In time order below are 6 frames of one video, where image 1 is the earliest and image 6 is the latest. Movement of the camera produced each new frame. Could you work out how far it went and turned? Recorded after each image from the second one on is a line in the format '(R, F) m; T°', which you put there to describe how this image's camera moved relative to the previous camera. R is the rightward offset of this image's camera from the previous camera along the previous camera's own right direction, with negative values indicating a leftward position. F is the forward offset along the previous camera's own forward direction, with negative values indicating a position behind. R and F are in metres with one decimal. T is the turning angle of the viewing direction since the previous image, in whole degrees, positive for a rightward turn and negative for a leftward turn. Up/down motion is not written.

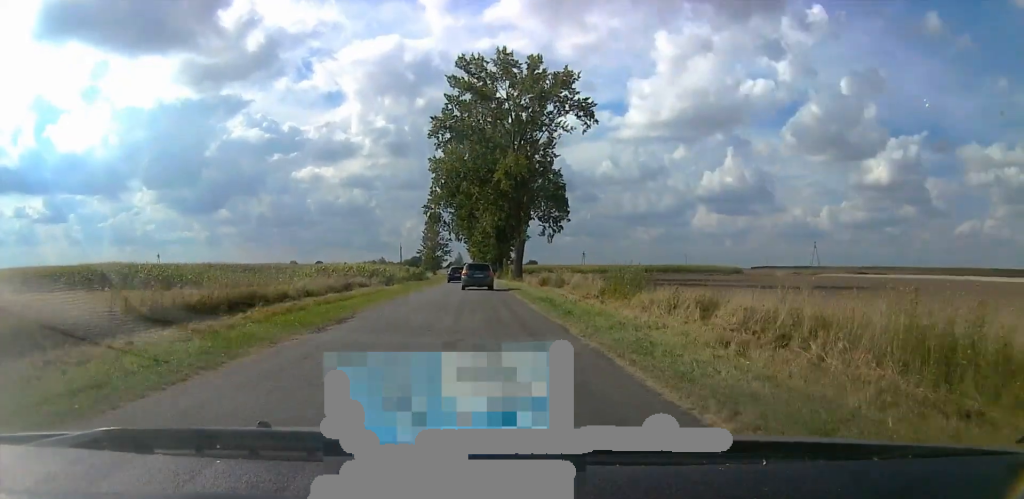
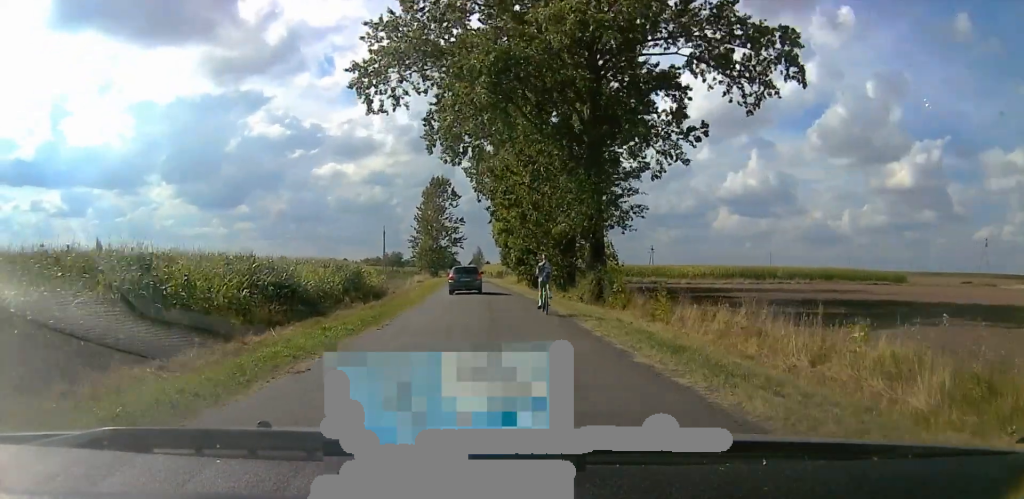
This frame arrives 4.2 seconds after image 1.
(-4.6, +75.4) m; -3°
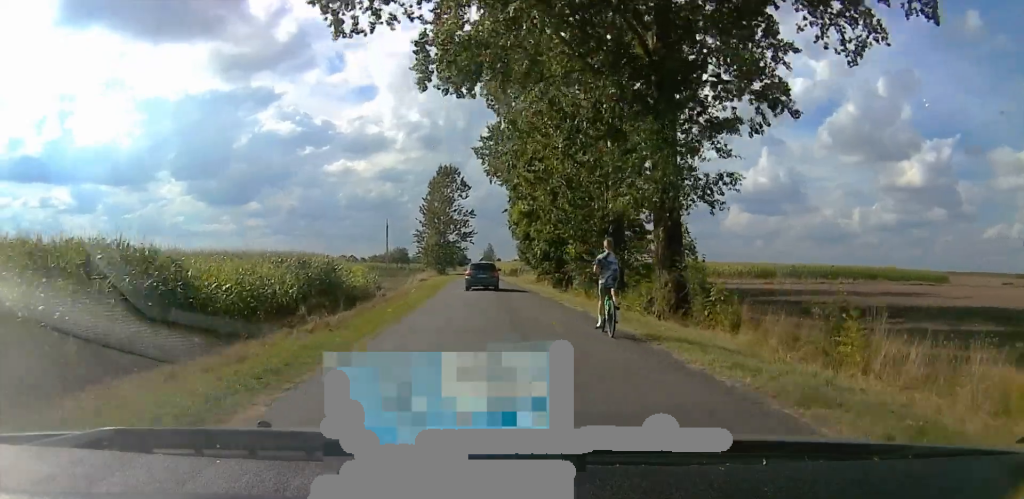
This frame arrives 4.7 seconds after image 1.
(0.0, +10.9) m; 0°
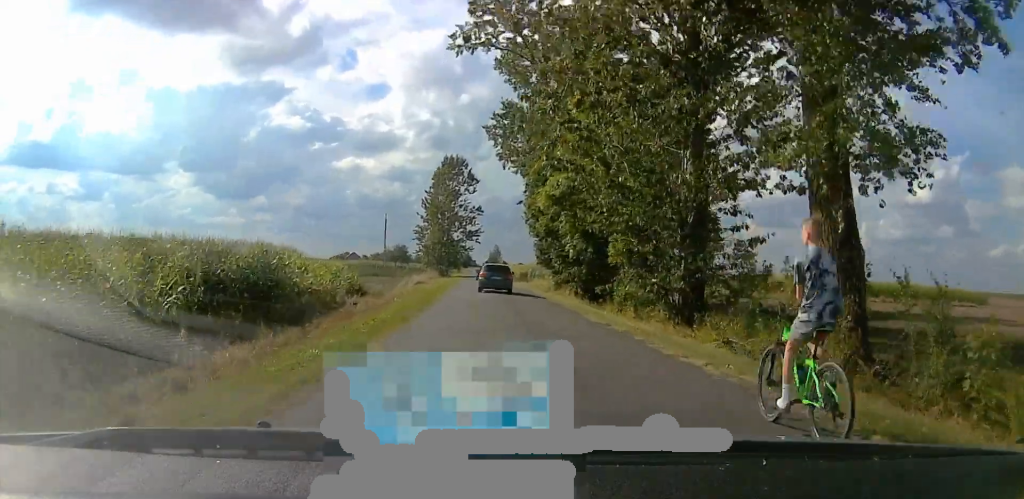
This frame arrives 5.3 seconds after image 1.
(0.0, +10.4) m; 0°
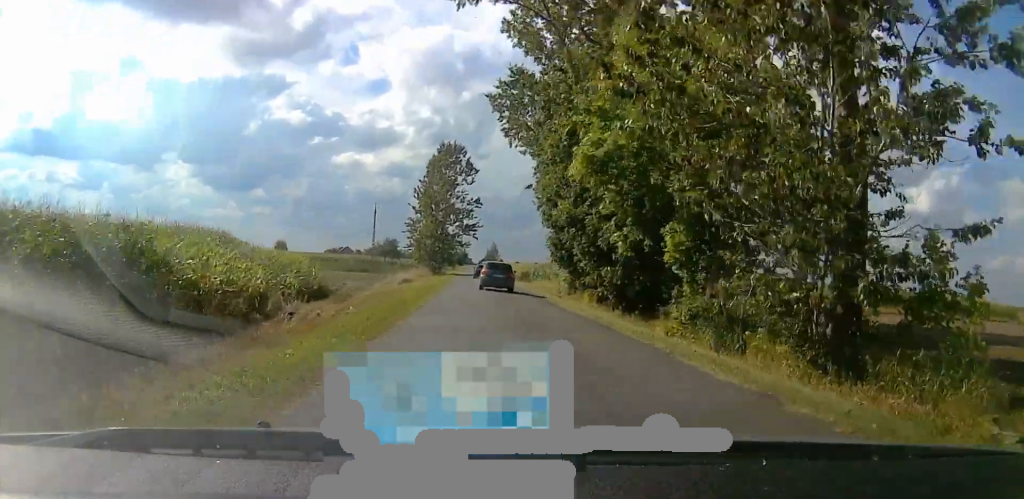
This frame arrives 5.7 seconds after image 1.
(+0.1, +9.2) m; -1°
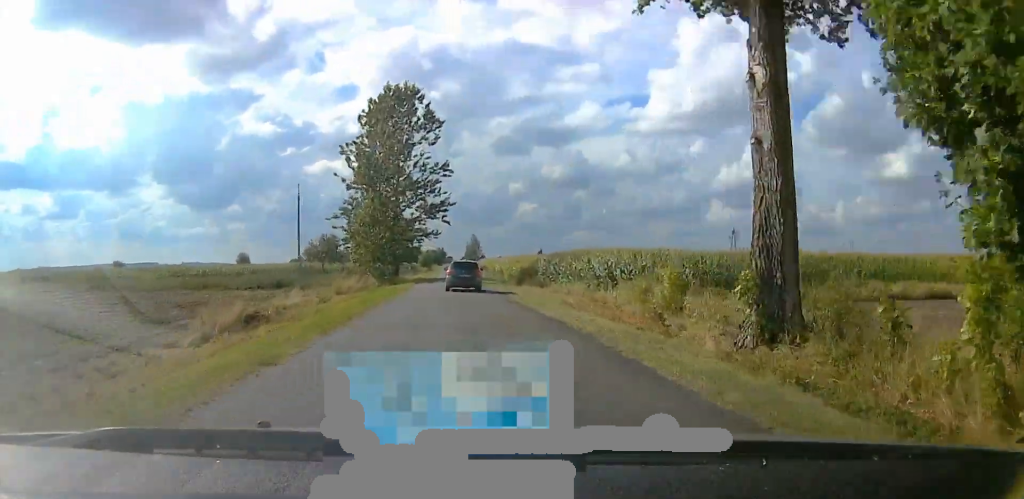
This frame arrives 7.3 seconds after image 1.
(-0.6, +31.9) m; -1°
